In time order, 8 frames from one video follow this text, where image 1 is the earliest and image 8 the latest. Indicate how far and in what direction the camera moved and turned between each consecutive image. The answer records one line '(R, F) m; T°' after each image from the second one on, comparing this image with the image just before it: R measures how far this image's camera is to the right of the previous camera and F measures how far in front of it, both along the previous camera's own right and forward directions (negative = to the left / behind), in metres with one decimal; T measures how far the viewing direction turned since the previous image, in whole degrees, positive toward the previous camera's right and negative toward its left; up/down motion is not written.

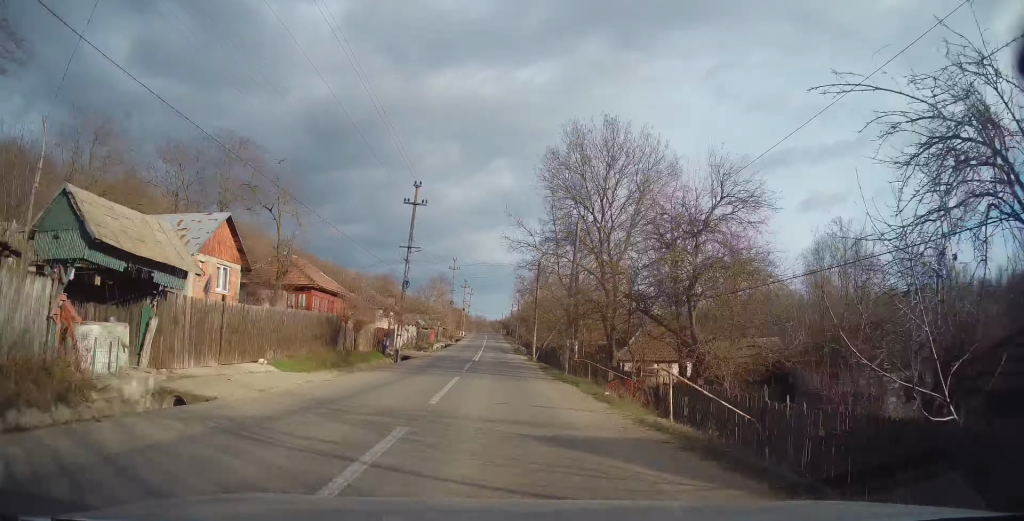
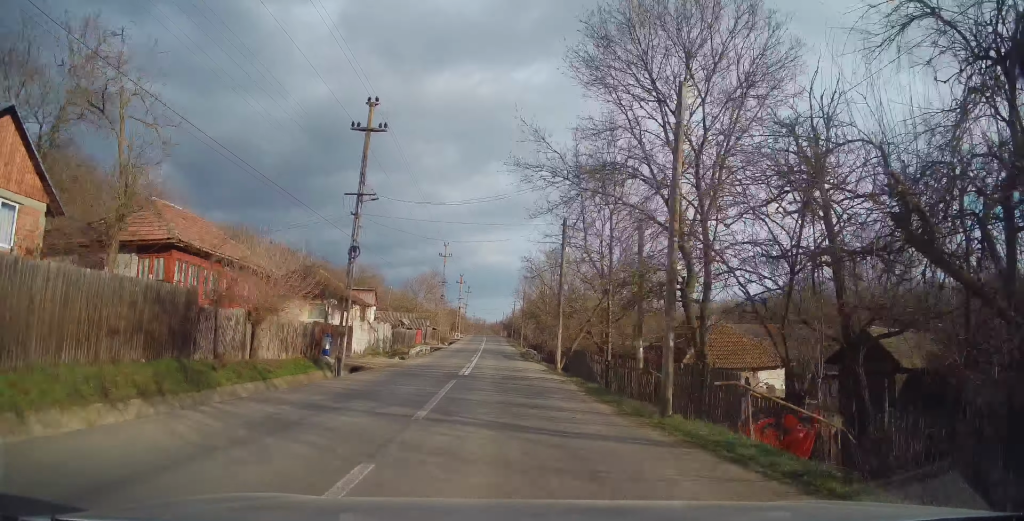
(+0.2, +13.3) m; 0°
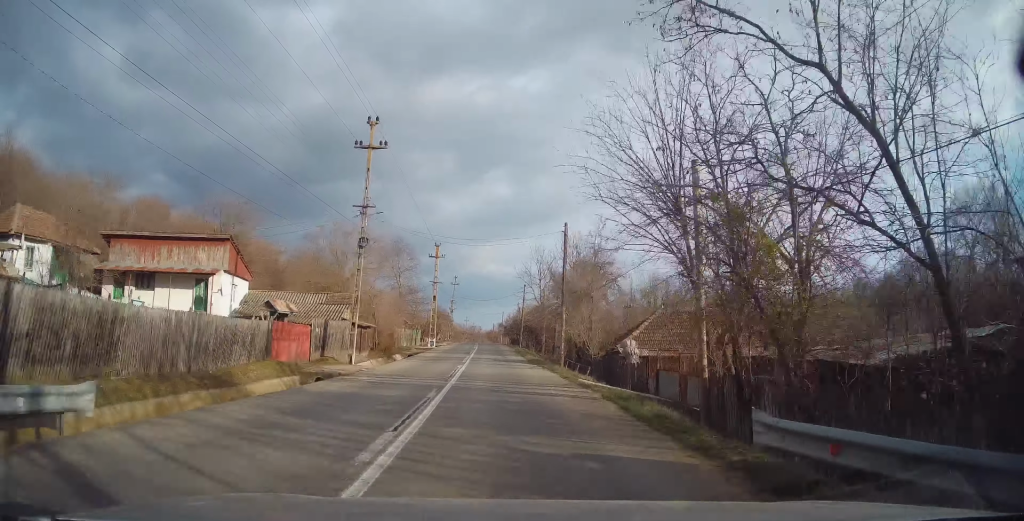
(-0.1, +38.2) m; 0°
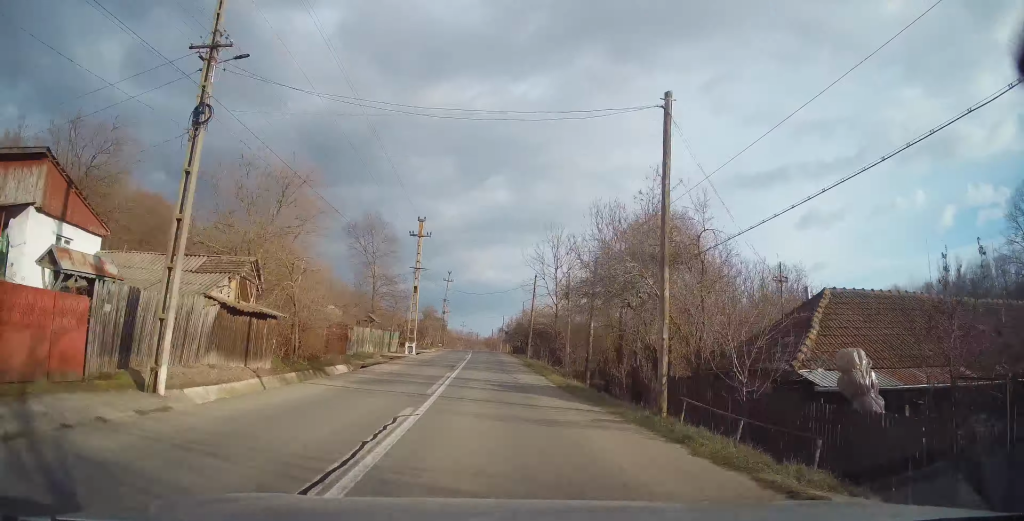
(-0.1, +14.8) m; 0°
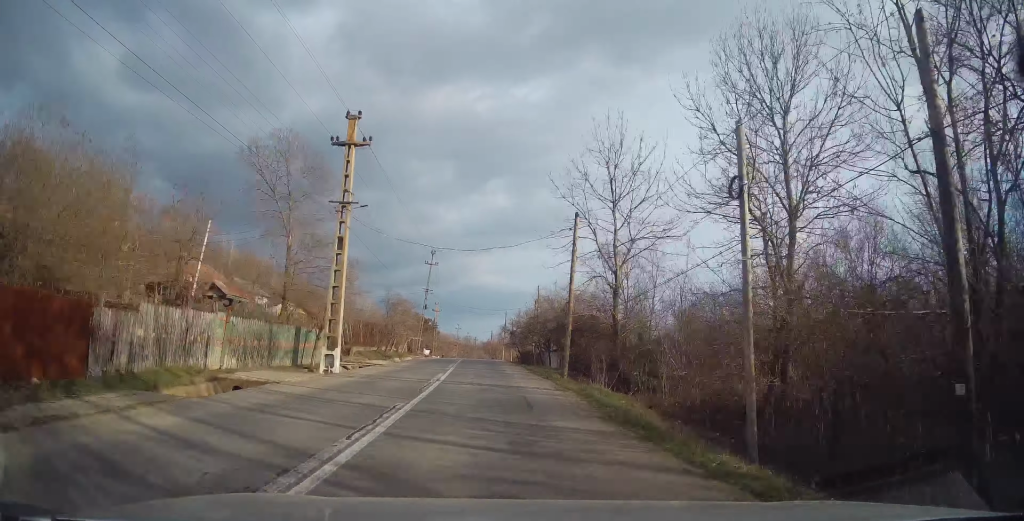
(+0.3, +22.2) m; 0°
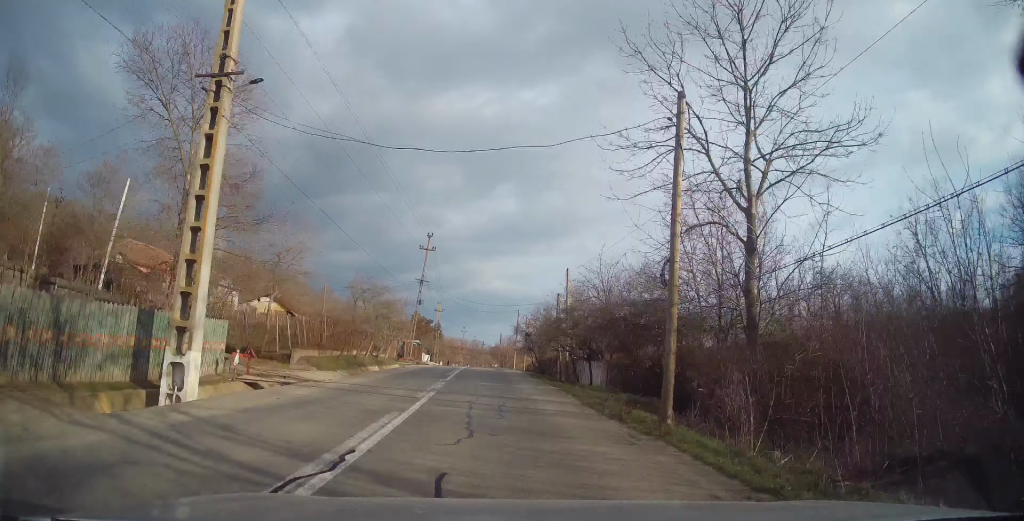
(-0.3, +12.4) m; -1°
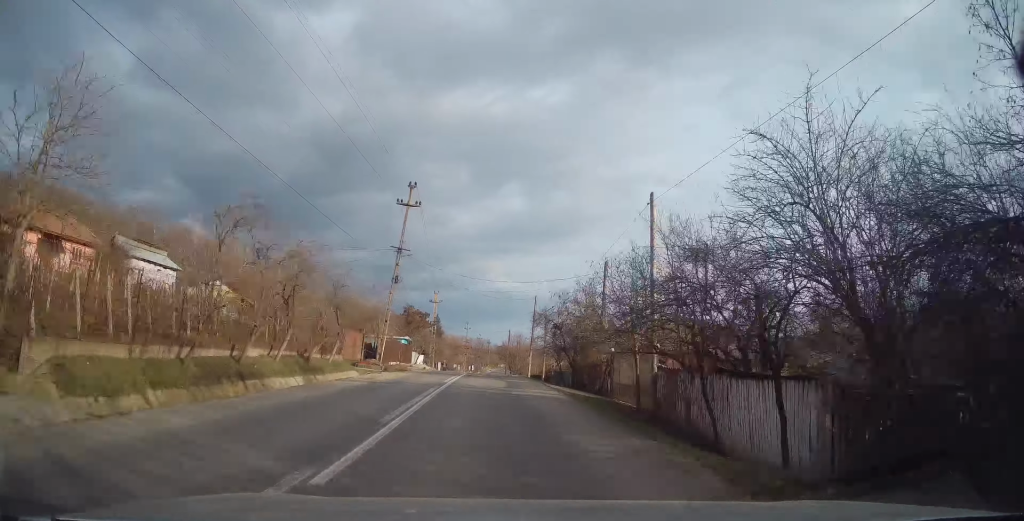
(-0.2, +16.1) m; -1°
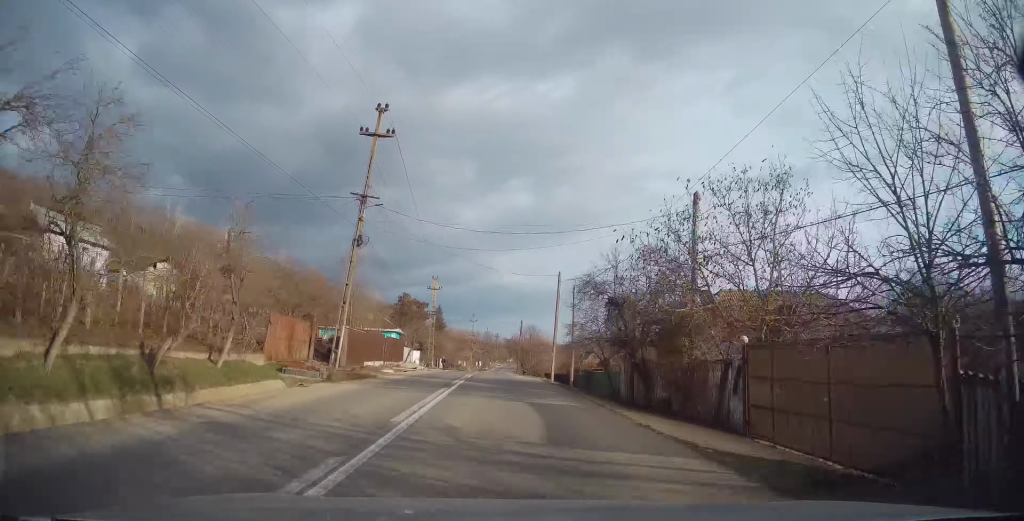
(0.0, +11.9) m; 0°
